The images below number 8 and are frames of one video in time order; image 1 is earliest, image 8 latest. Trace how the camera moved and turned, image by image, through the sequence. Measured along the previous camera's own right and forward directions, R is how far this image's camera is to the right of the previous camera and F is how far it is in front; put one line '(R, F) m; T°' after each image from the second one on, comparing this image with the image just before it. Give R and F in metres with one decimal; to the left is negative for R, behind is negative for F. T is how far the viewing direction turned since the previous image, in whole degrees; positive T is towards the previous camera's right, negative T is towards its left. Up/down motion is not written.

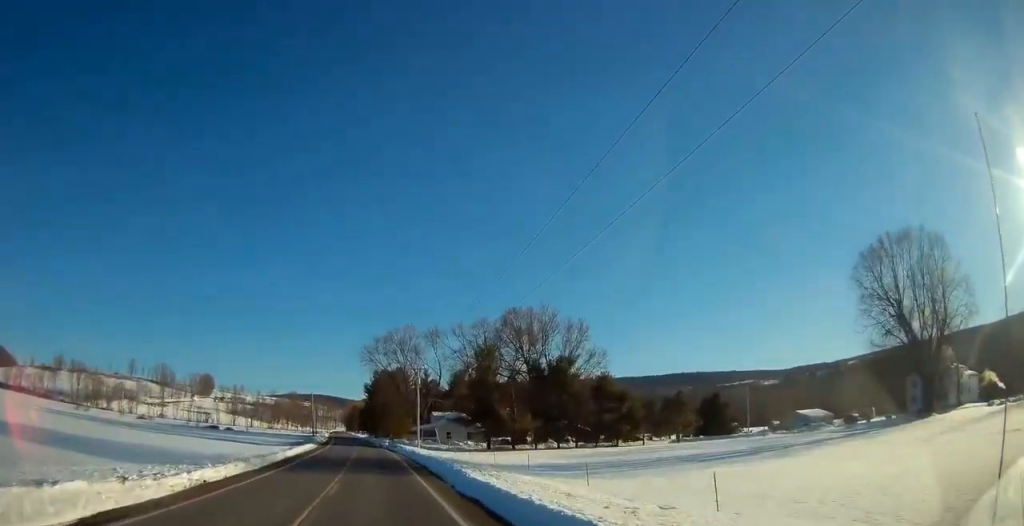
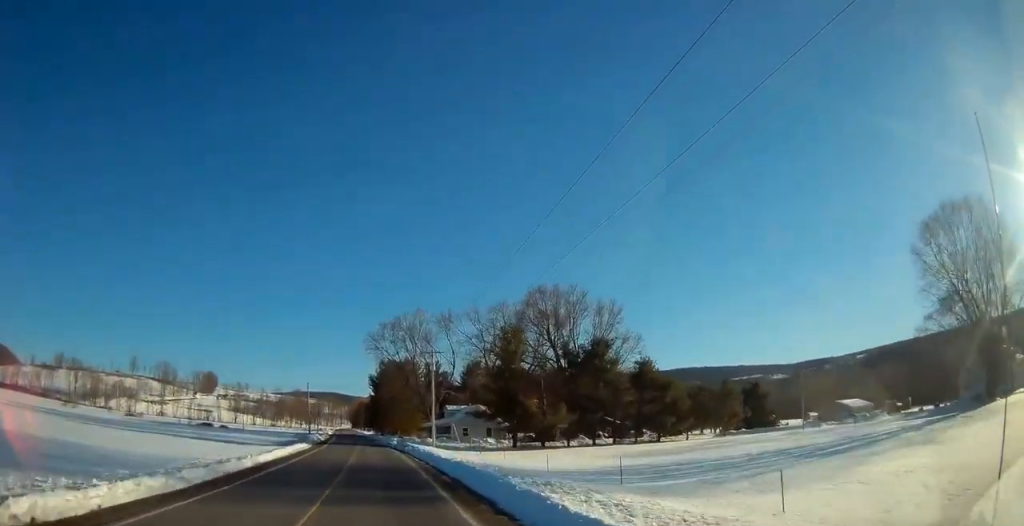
(-0.1, +11.6) m; -1°
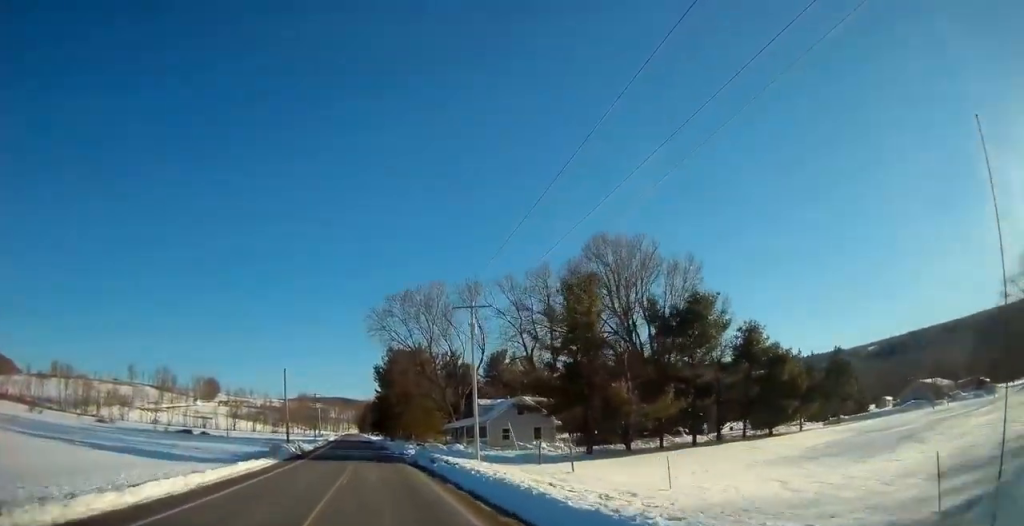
(-0.3, +22.5) m; -1°
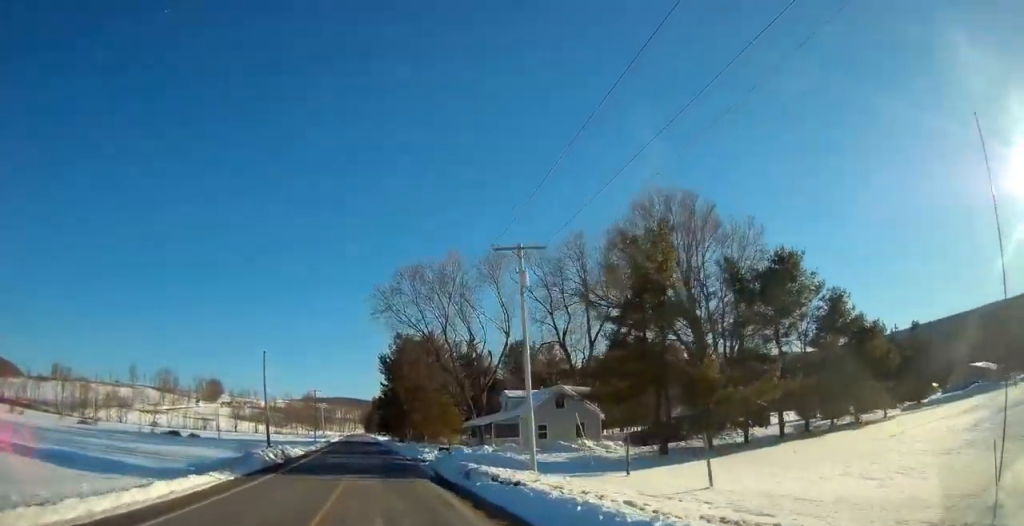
(-0.1, +11.7) m; 0°
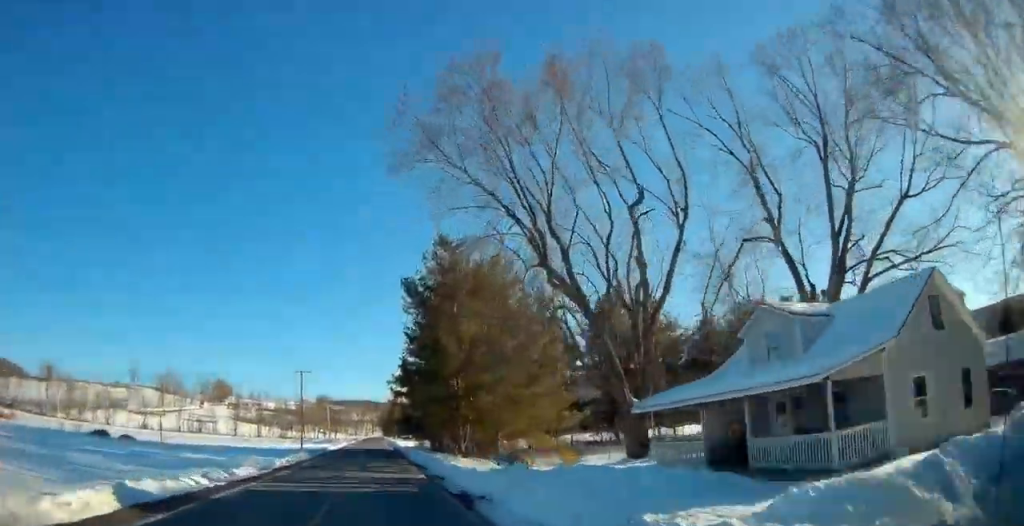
(-0.5, +37.5) m; -2°
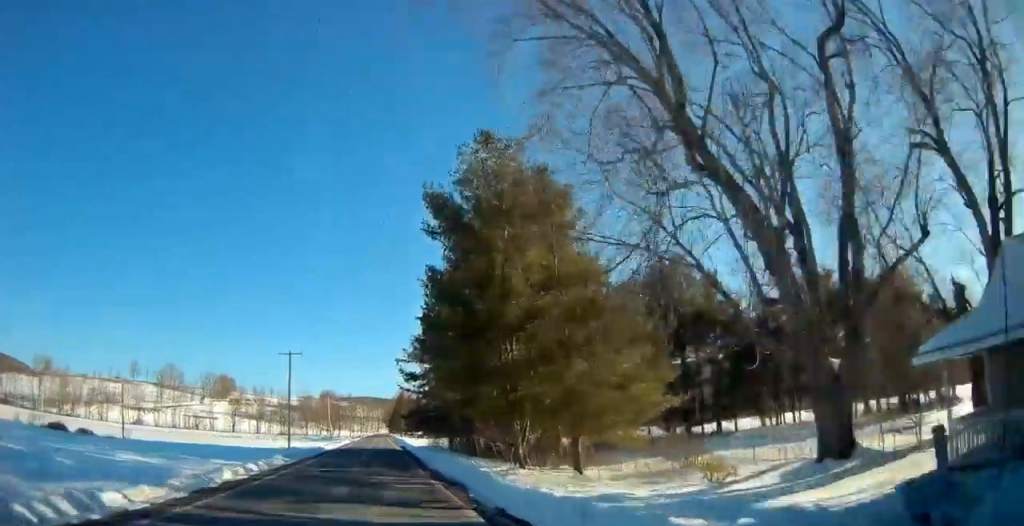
(-0.1, +13.4) m; 0°
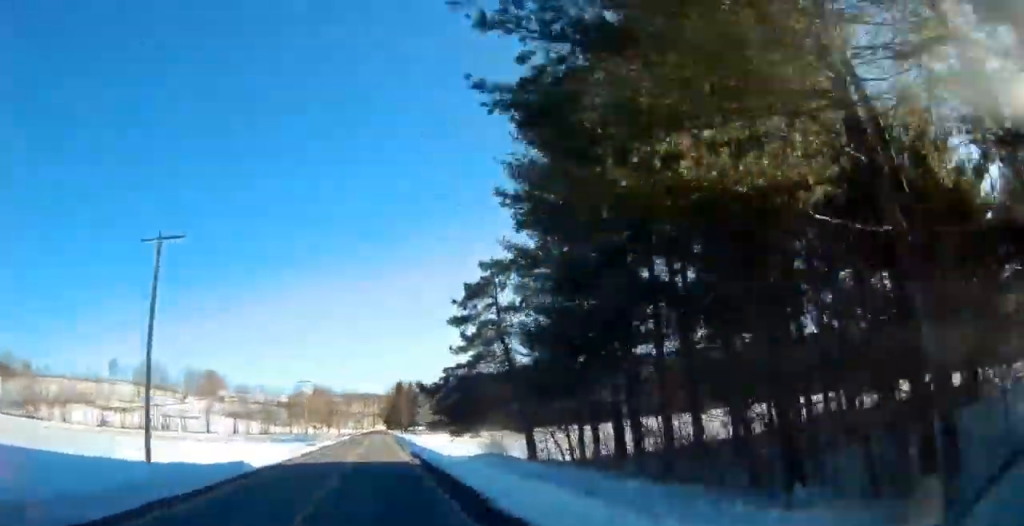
(0.0, +34.3) m; 0°
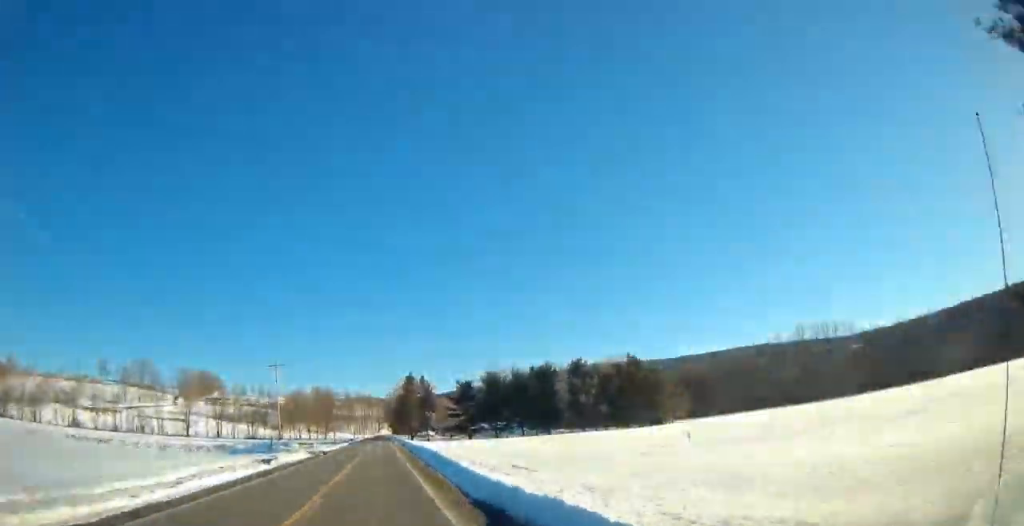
(+0.1, +29.5) m; 0°
